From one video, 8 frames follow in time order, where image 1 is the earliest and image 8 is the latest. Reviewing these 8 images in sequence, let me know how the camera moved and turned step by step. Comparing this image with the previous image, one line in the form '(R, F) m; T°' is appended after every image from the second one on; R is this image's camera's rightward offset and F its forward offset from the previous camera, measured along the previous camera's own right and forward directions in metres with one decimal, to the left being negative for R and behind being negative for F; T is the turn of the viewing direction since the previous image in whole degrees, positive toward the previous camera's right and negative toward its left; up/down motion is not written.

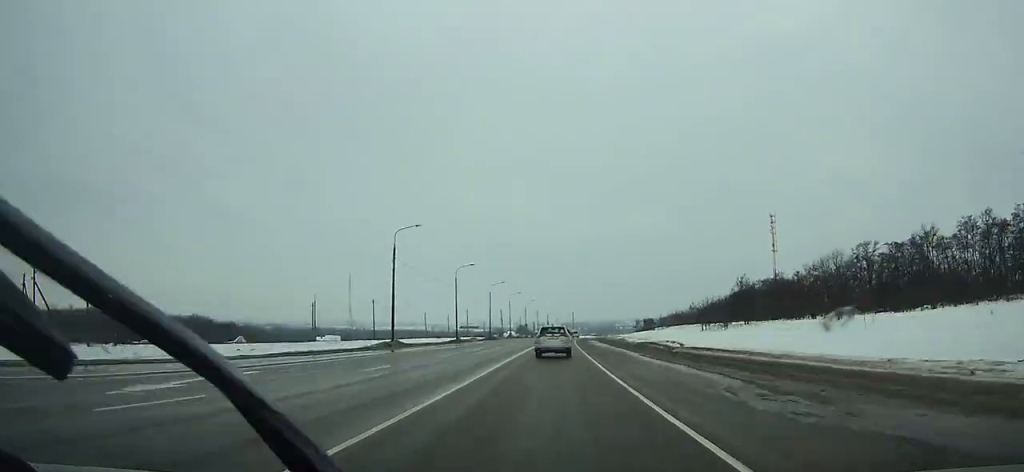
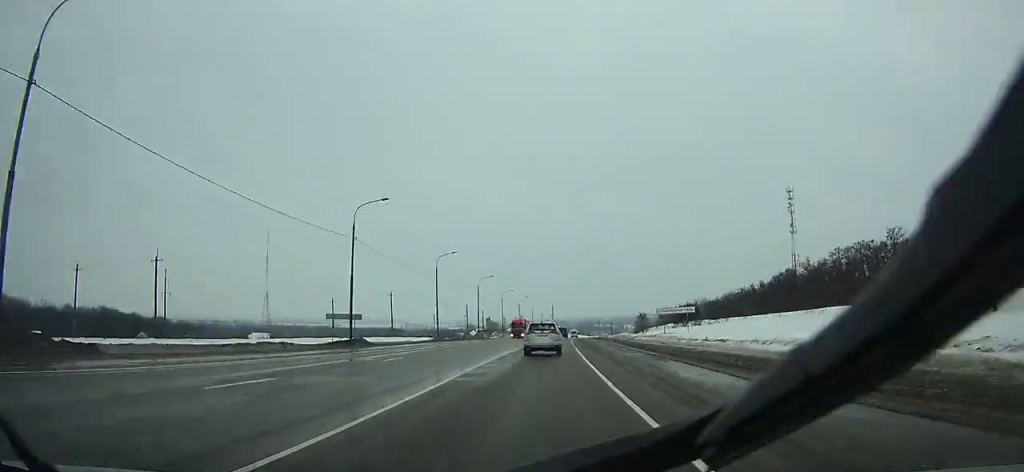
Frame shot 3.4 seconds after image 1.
(+0.9, +65.9) m; +2°
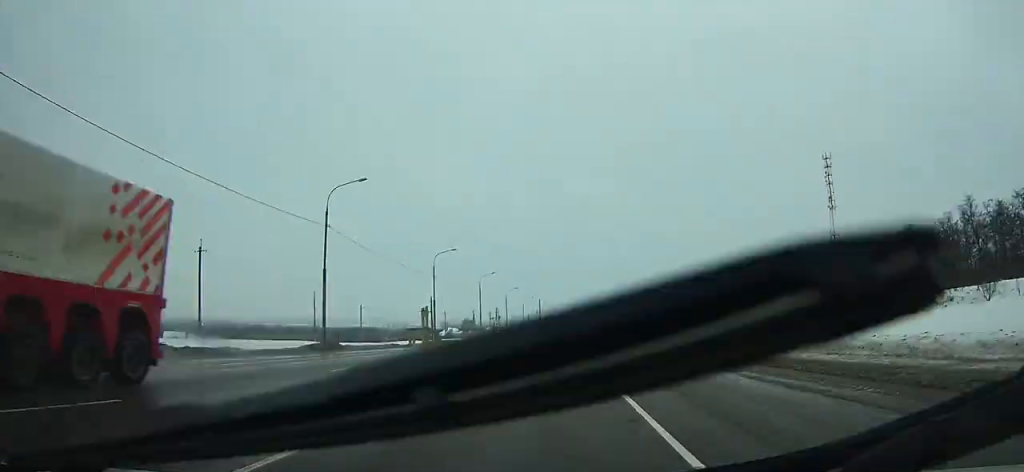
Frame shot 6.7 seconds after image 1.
(+0.9, +63.3) m; +2°
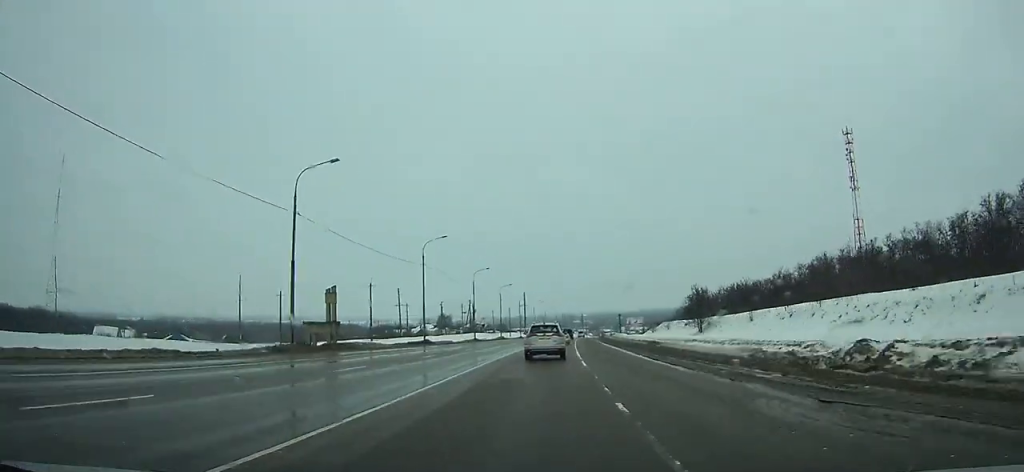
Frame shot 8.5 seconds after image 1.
(+0.5, +34.1) m; +1°
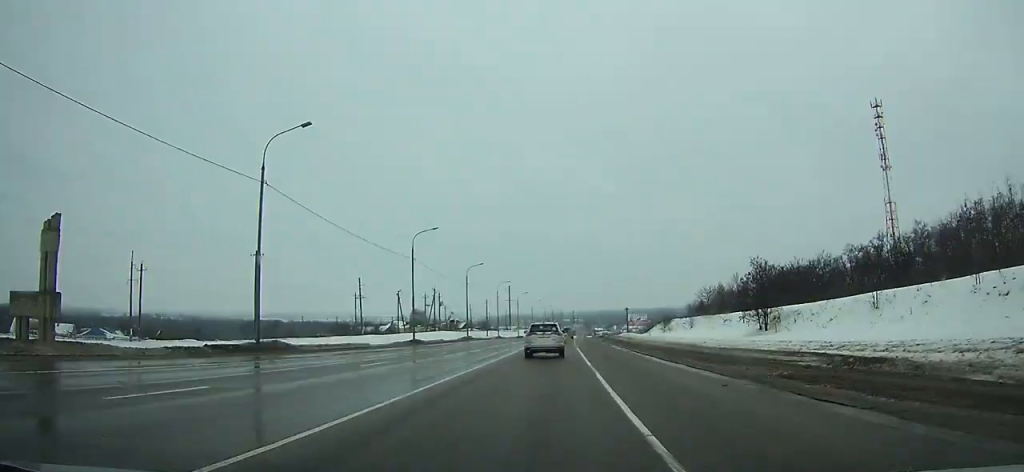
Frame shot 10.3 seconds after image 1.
(+0.2, +34.1) m; +1°
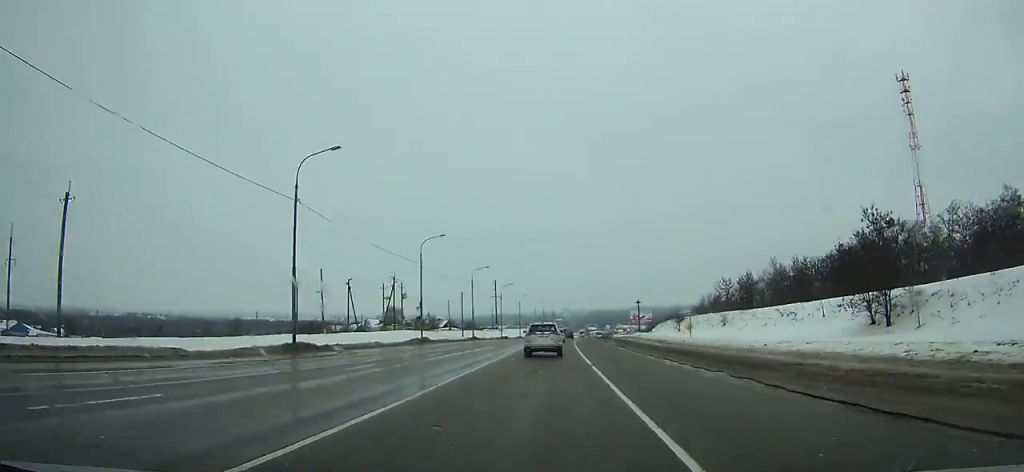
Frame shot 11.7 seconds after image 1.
(+0.4, +26.4) m; +1°
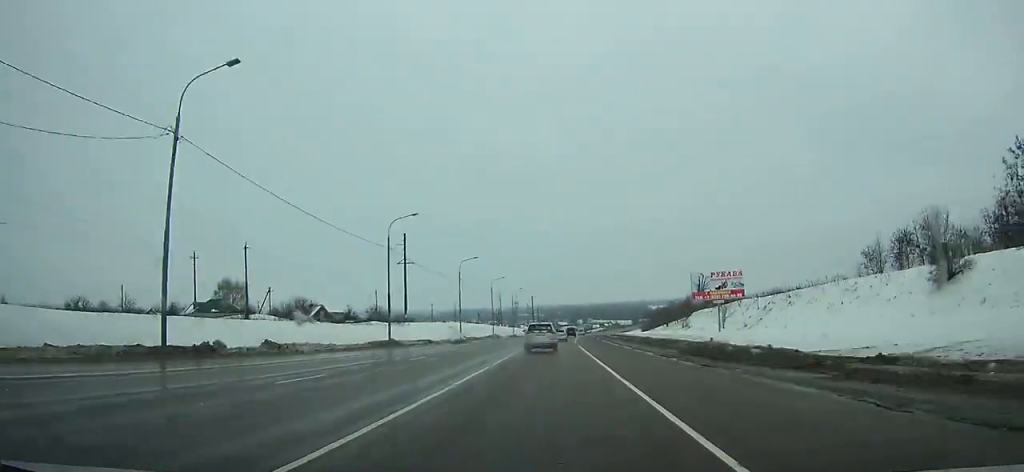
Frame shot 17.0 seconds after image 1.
(+2.7, +101.1) m; +3°
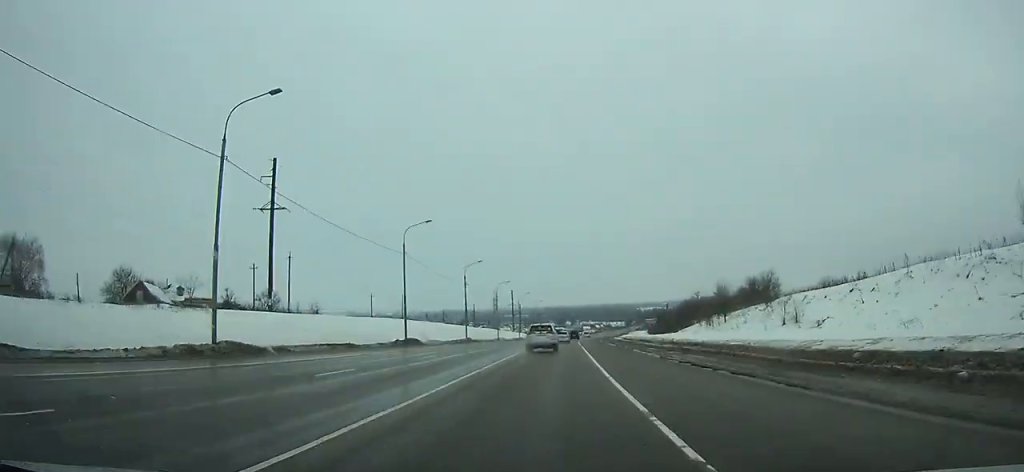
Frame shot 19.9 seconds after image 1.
(+0.8, +56.6) m; +2°
